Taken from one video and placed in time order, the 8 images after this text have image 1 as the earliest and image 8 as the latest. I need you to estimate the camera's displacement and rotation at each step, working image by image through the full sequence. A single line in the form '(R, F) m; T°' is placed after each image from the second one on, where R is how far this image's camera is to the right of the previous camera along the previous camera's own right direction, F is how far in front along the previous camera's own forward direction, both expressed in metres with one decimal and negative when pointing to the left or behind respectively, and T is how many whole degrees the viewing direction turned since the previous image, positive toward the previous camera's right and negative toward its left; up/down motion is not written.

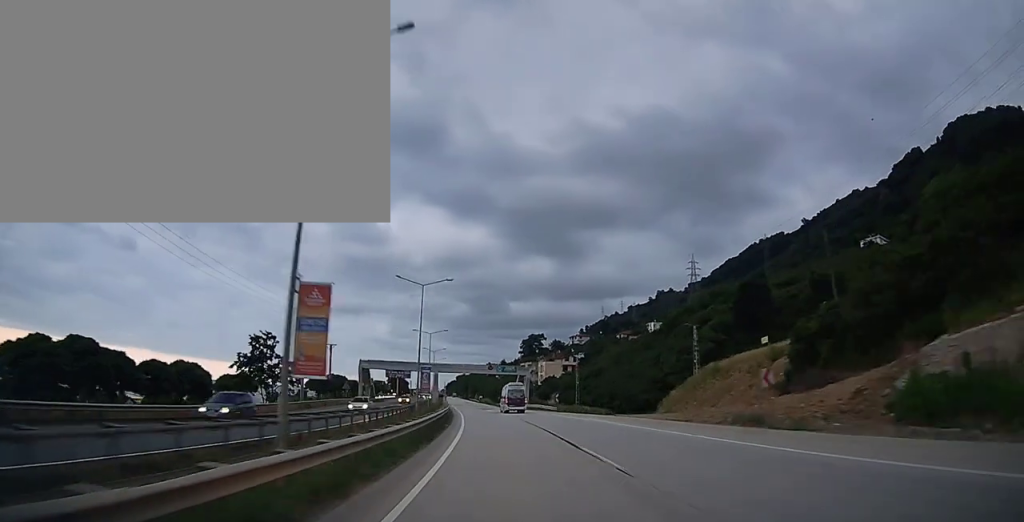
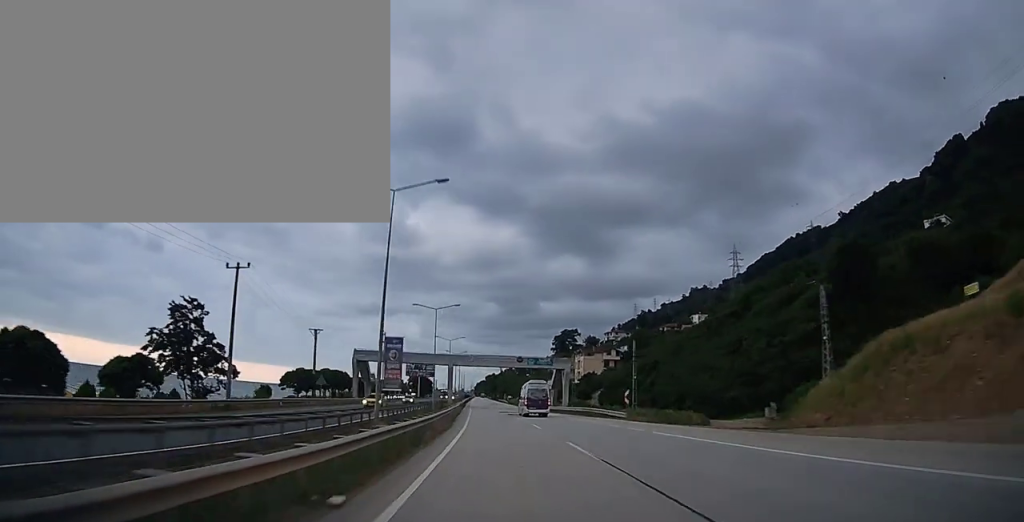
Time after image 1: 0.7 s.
(-0.6, +23.2) m; -3°
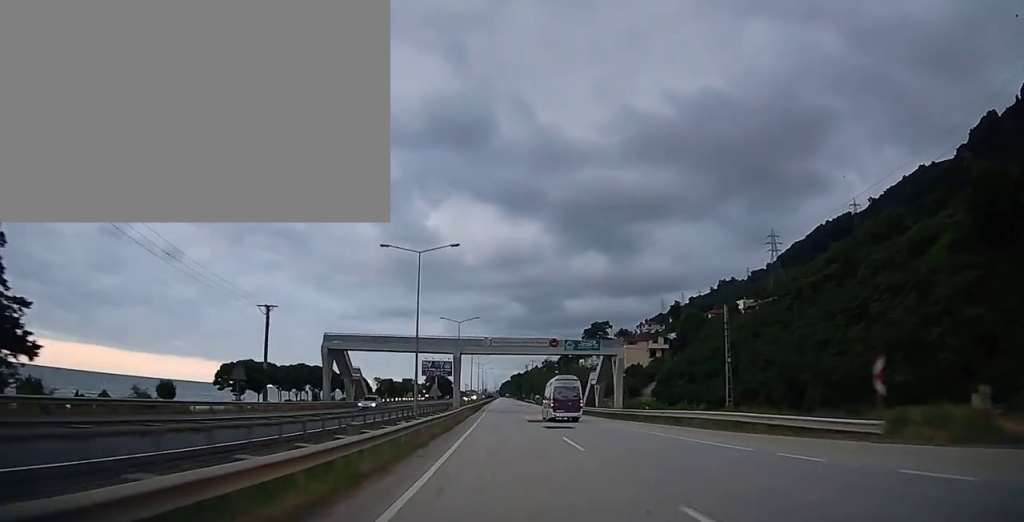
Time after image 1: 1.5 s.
(-0.6, +24.3) m; -3°
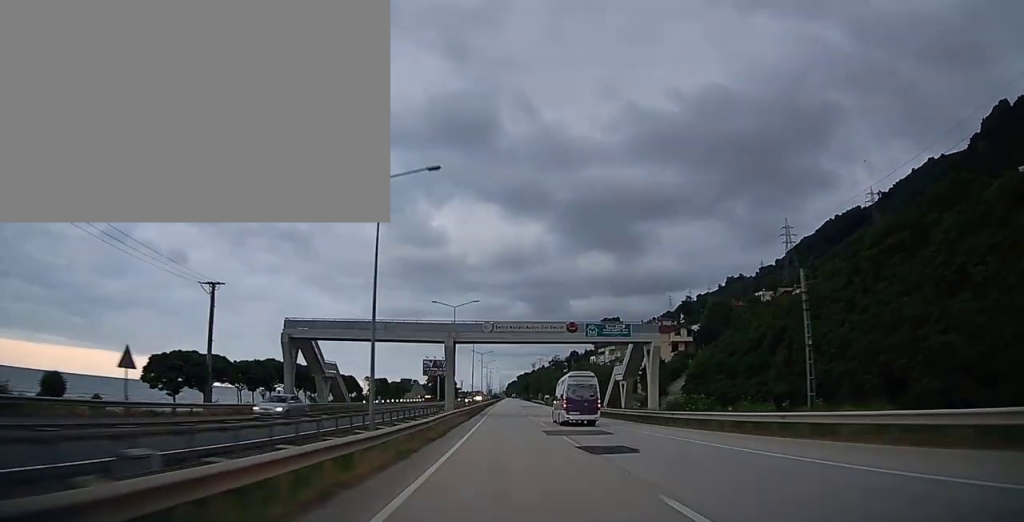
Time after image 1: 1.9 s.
(-0.3, +12.7) m; -1°
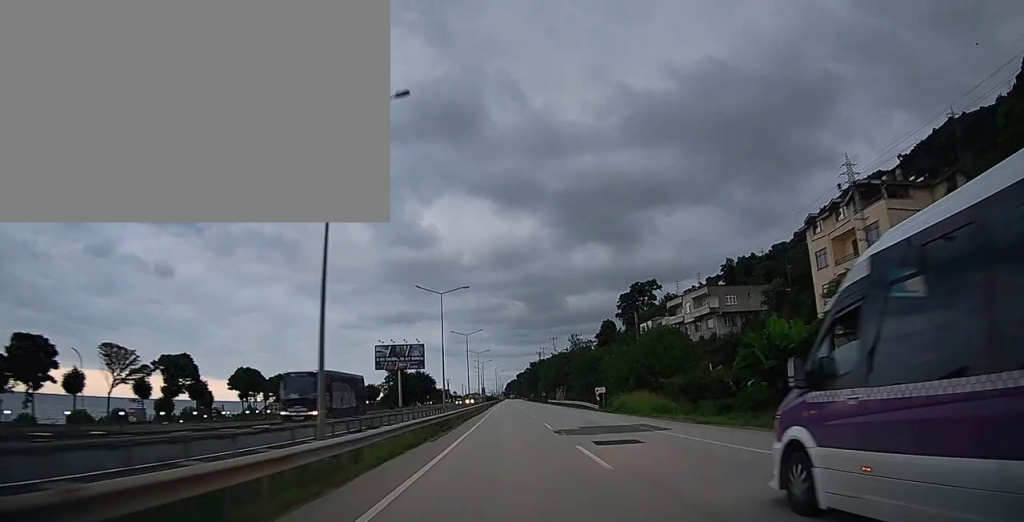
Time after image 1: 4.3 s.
(-1.0, +75.9) m; 0°
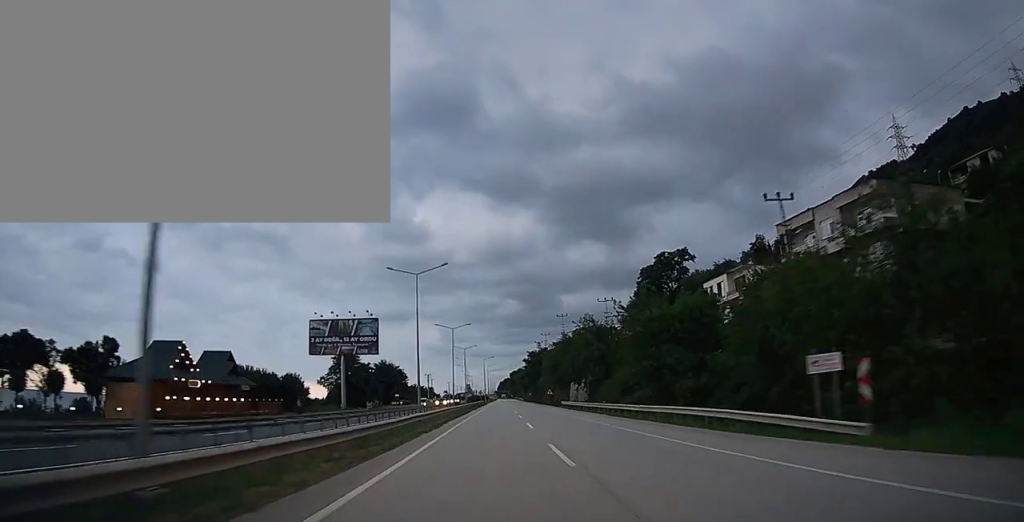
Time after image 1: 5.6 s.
(0.0, +42.8) m; 0°
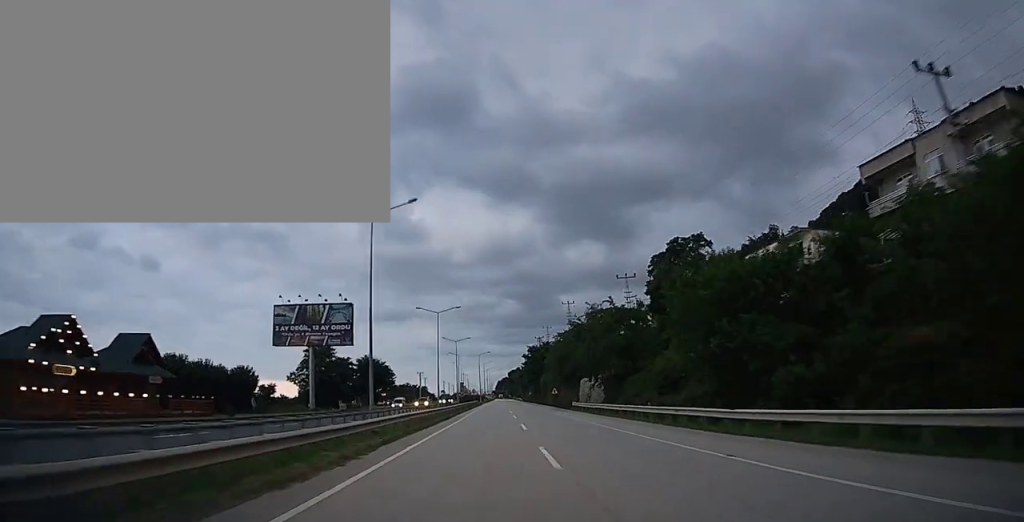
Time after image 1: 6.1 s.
(0.0, +14.8) m; 0°
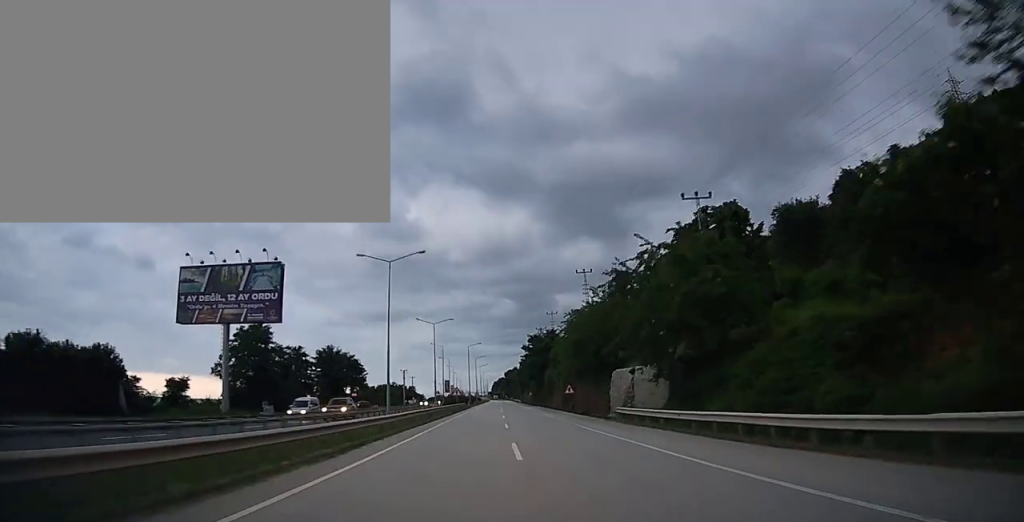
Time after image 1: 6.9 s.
(+0.1, +25.3) m; 0°
